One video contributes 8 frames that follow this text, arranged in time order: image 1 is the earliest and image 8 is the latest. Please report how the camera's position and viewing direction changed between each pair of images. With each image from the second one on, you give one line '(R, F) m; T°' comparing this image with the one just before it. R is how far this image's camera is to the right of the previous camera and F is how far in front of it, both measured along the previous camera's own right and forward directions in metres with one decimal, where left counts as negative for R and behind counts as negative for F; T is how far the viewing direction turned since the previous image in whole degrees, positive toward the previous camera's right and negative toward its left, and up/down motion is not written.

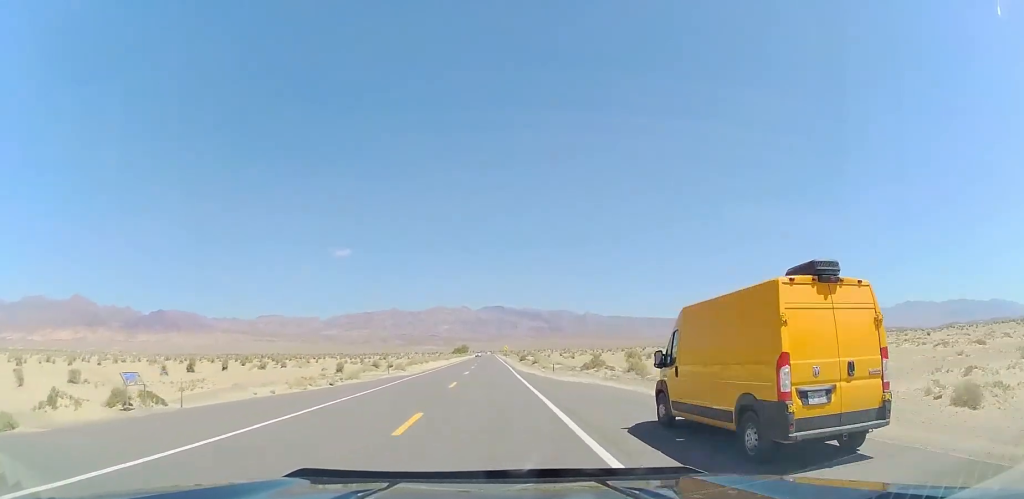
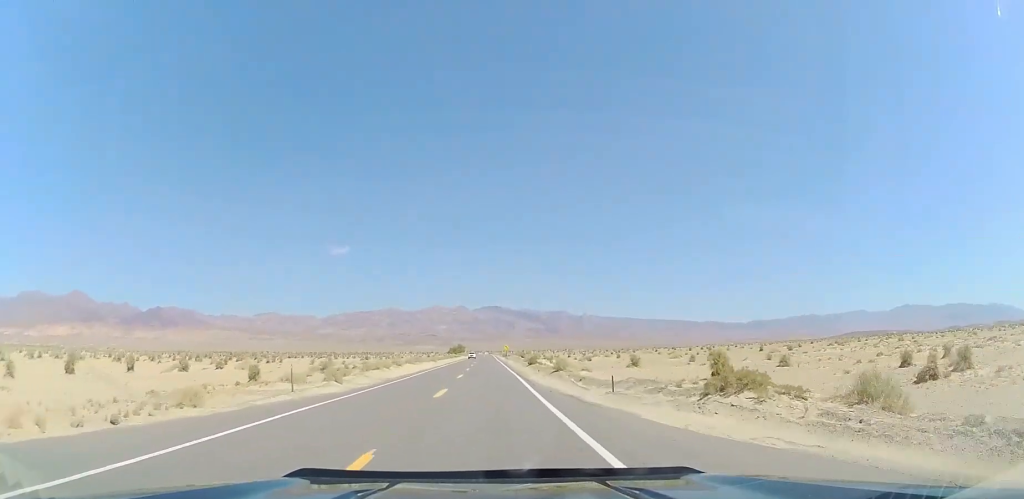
(0.0, +20.7) m; 0°
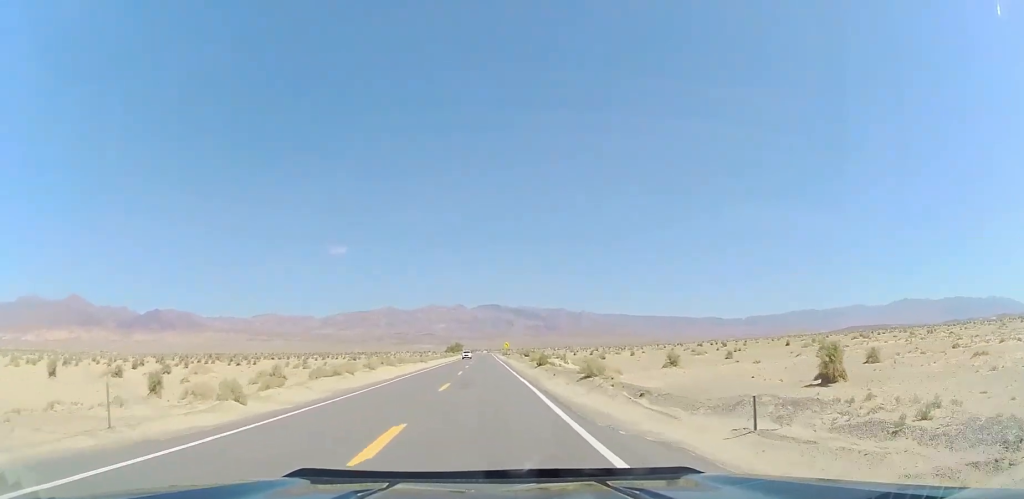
(-0.1, +11.7) m; 0°
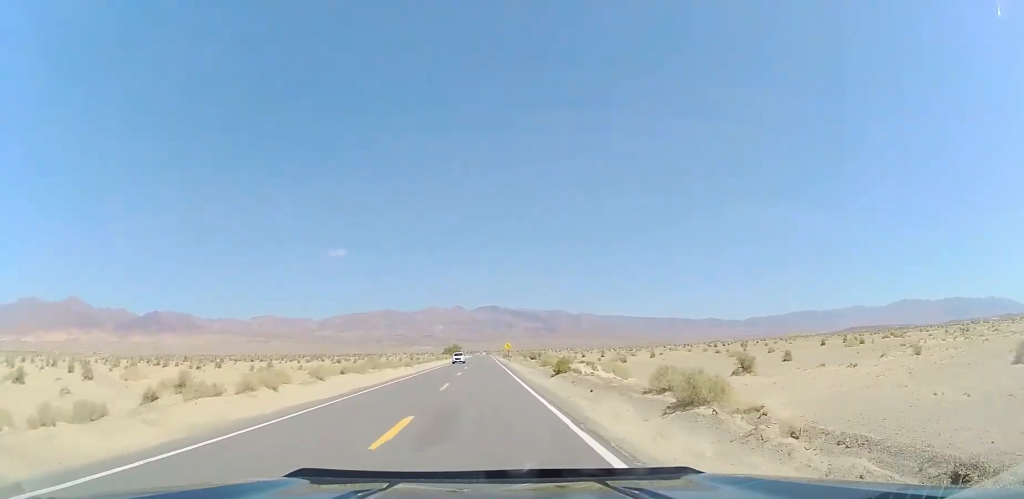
(0.0, +12.6) m; 0°
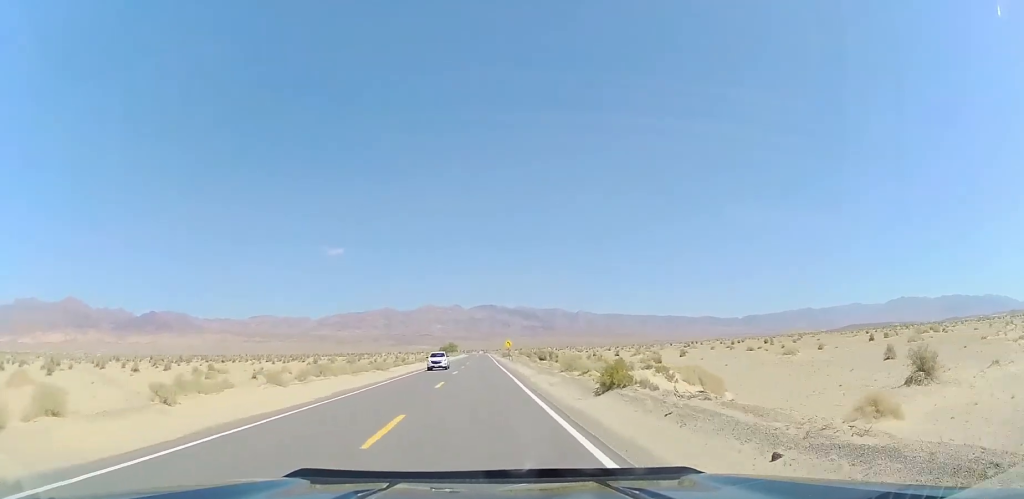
(+0.1, +14.5) m; 0°
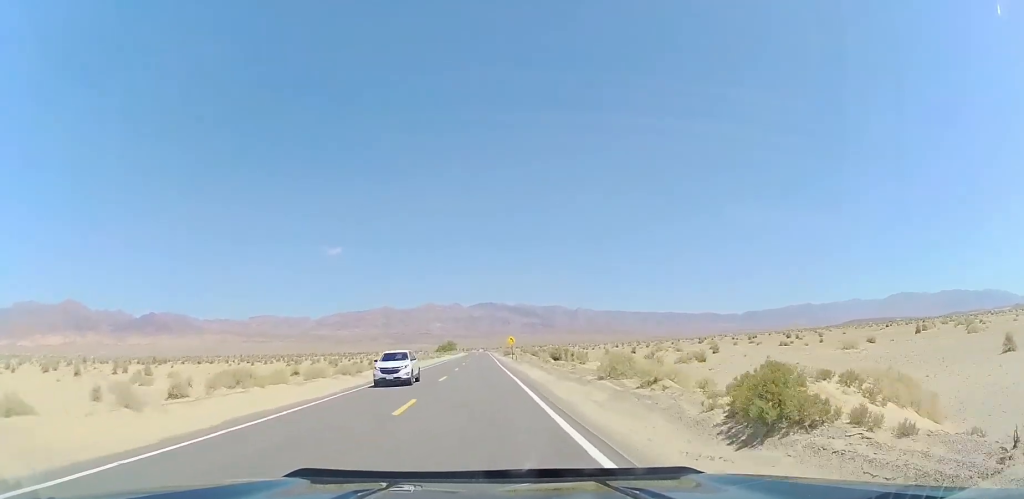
(0.0, +10.8) m; 0°
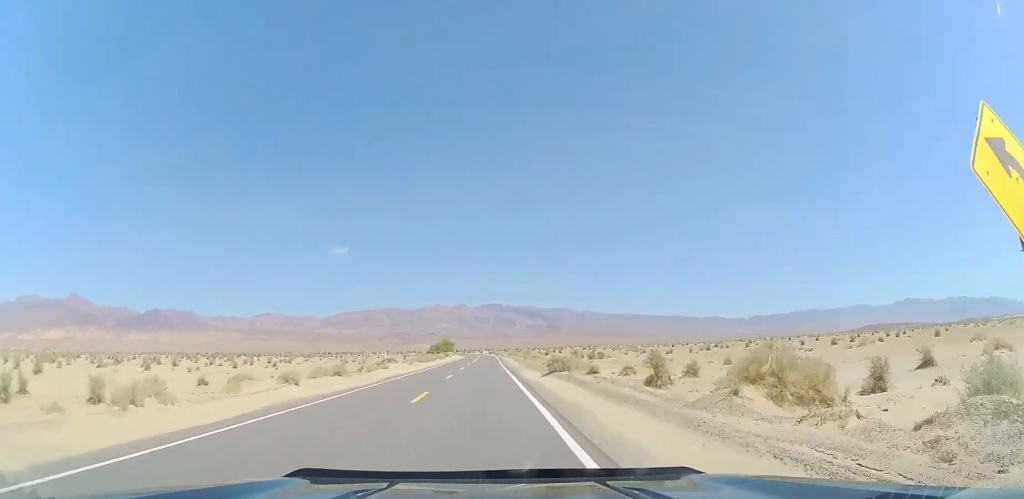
(+0.1, +68.9) m; 0°
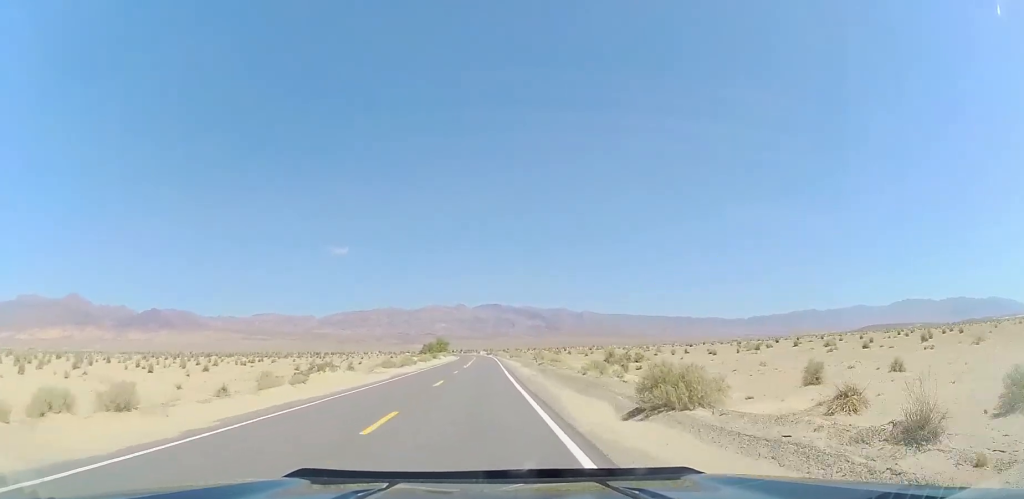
(-0.2, +21.1) m; 0°
